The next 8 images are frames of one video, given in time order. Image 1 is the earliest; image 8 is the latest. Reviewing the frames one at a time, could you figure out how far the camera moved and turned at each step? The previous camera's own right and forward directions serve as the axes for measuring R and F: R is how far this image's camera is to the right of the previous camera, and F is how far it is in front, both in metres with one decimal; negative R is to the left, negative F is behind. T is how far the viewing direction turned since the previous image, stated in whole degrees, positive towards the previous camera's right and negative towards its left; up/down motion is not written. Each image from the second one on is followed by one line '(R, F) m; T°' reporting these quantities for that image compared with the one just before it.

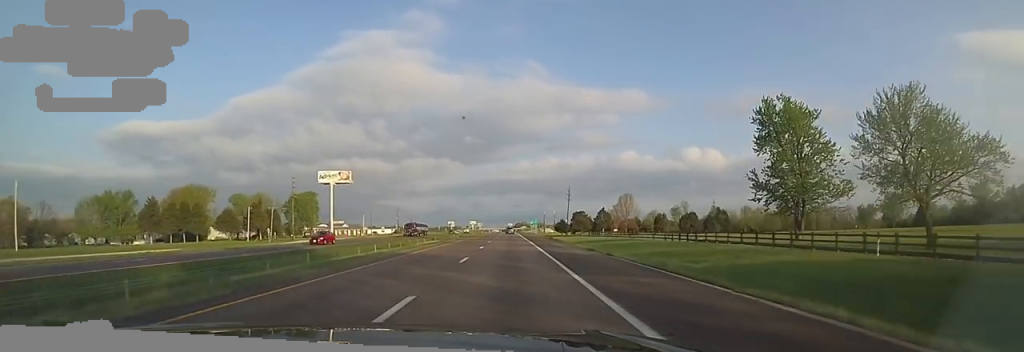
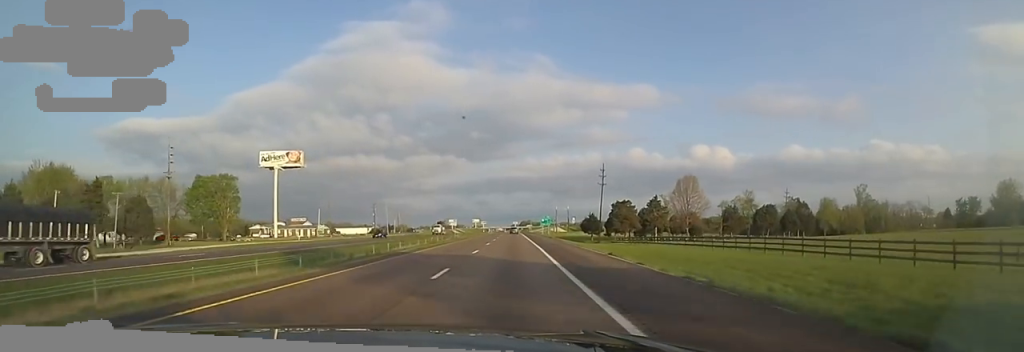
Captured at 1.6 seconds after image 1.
(-0.8, +54.2) m; +1°
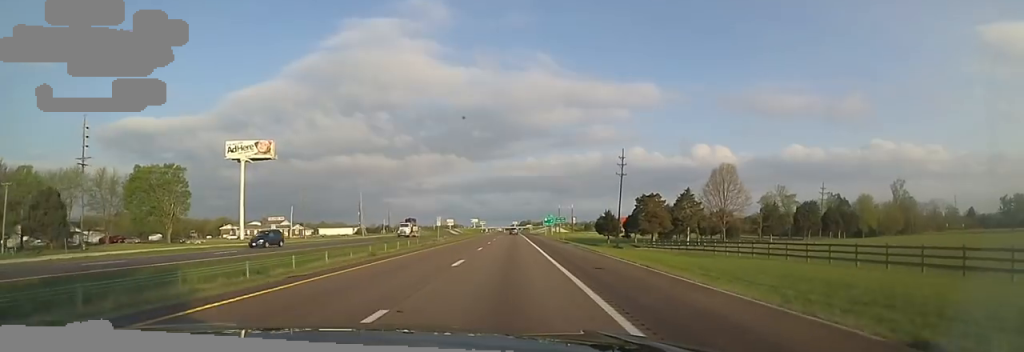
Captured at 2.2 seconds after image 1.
(+0.7, +19.8) m; +1°
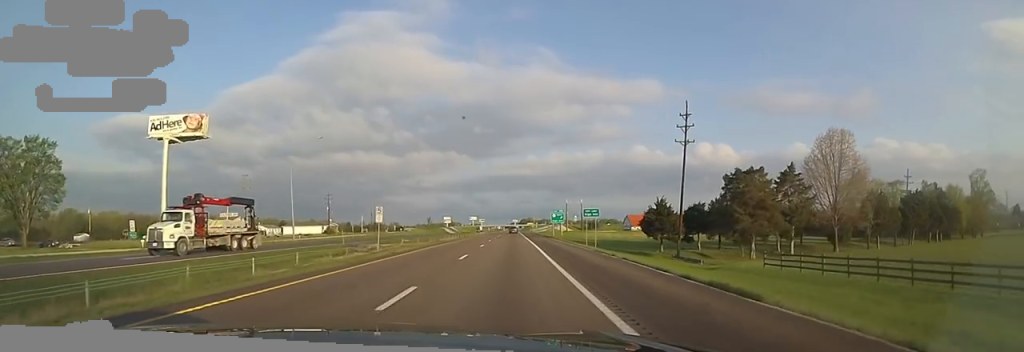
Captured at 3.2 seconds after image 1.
(-0.4, +33.1) m; -1°
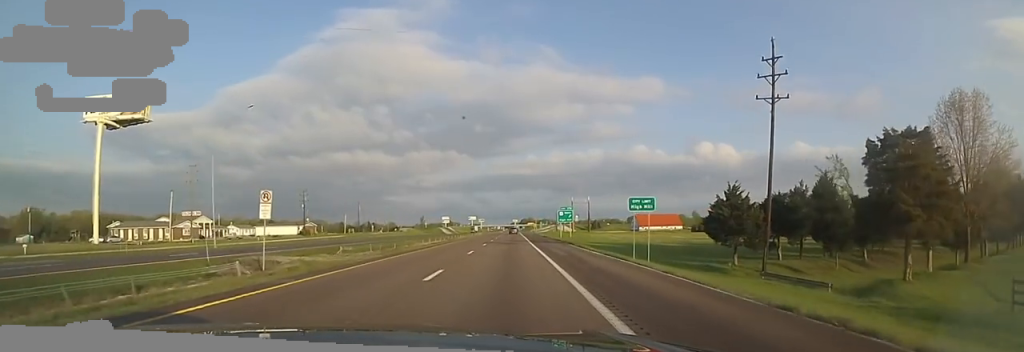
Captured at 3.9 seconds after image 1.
(-0.2, +21.0) m; -1°
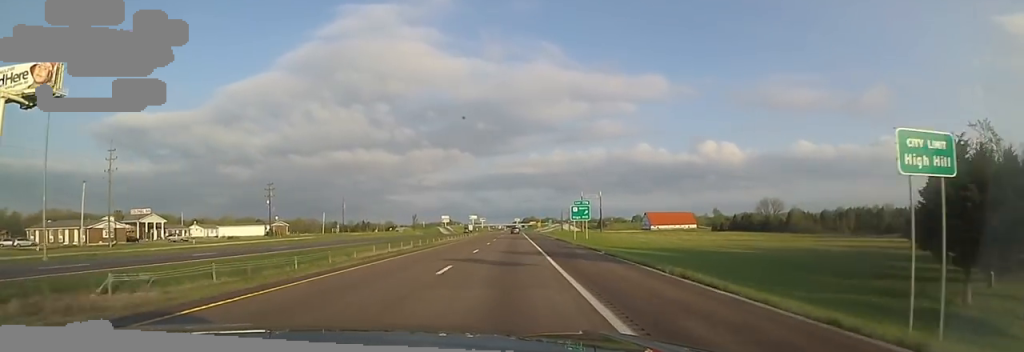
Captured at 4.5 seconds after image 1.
(-0.1, +22.3) m; 0°
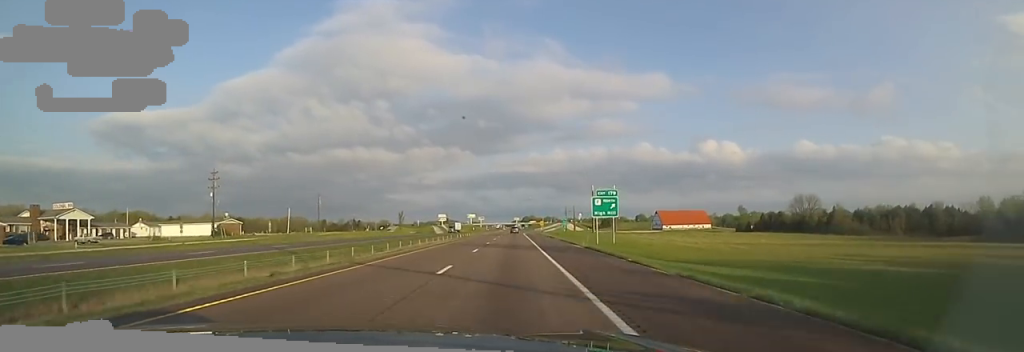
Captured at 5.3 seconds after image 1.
(-0.1, +25.0) m; 0°
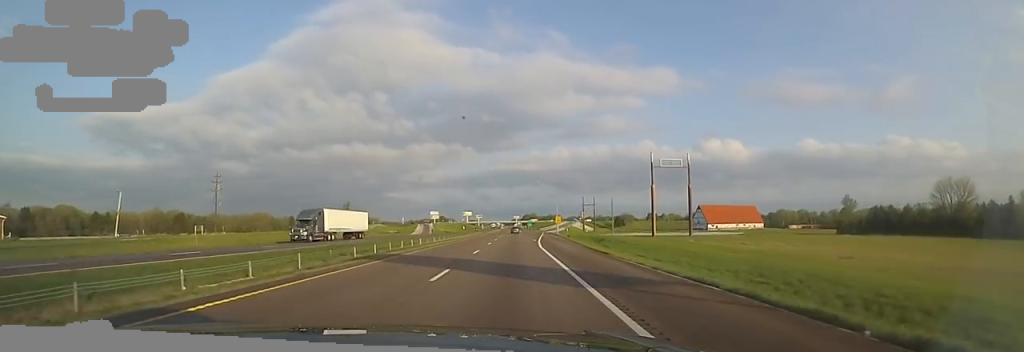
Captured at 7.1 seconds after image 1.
(+1.7, +63.7) m; 0°
